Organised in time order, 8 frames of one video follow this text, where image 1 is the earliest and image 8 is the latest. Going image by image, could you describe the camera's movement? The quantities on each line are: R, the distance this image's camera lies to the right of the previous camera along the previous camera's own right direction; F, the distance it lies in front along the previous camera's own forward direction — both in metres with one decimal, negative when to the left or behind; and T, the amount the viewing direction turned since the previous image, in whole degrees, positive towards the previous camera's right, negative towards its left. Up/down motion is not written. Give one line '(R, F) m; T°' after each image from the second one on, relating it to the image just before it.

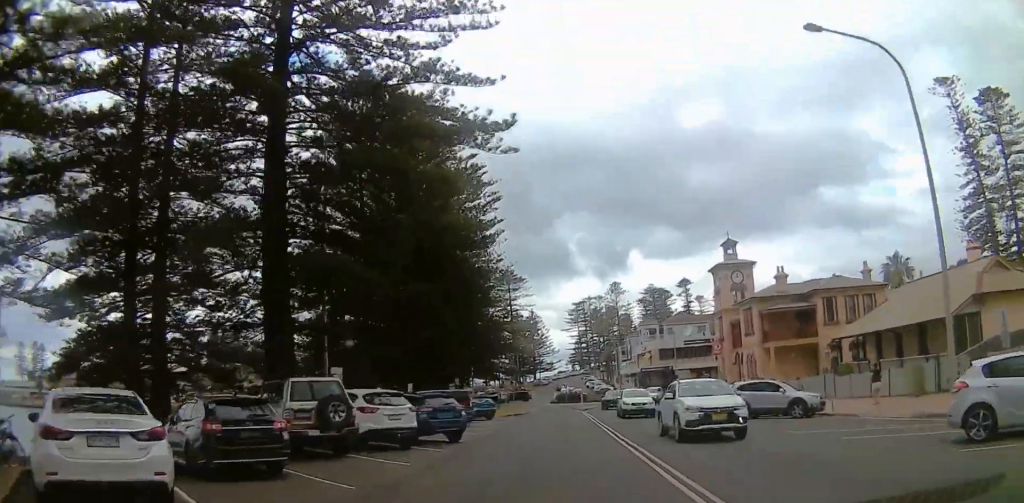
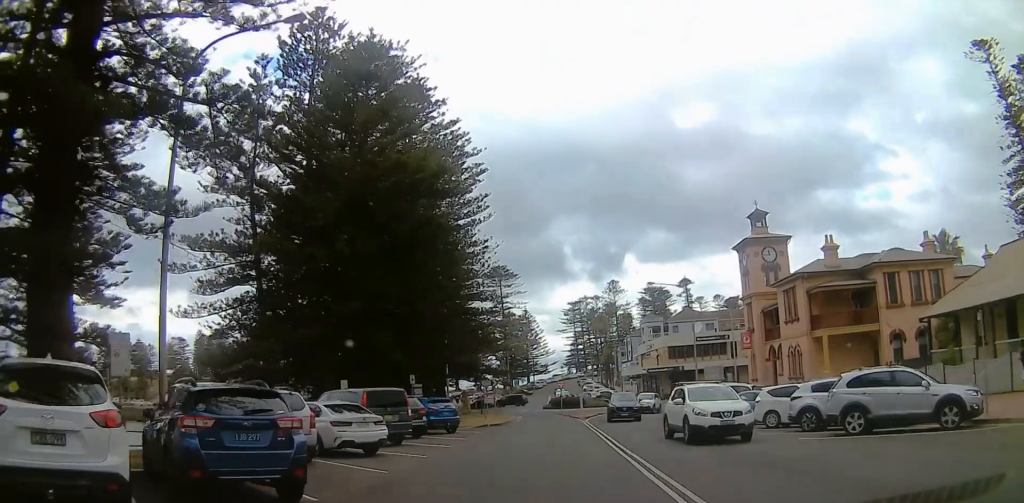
(-0.5, +12.8) m; +6°
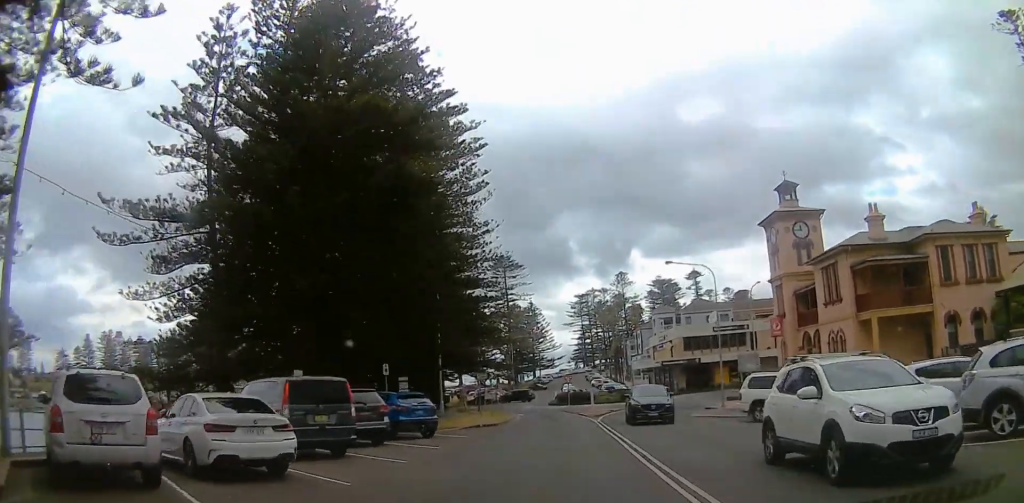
(+0.8, +6.6) m; +4°
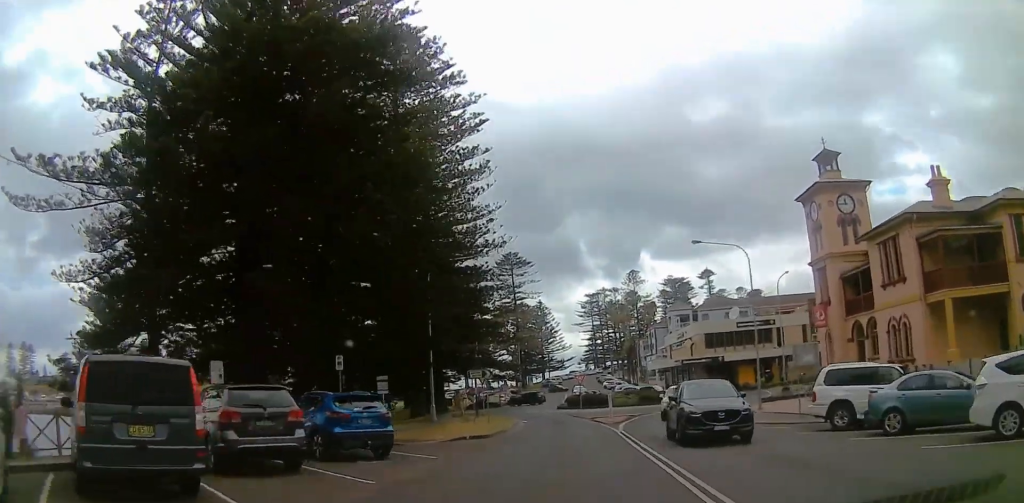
(+0.1, +7.6) m; -2°
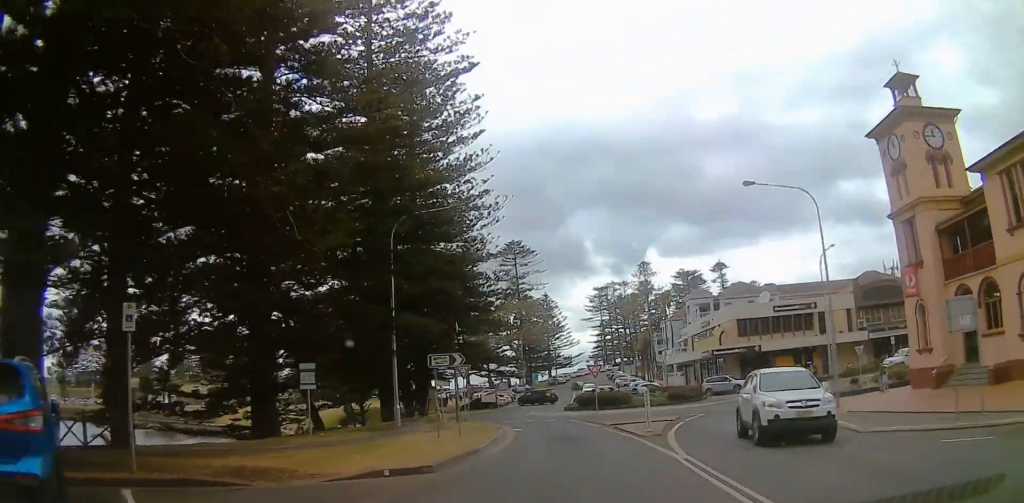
(-0.7, +11.6) m; -5°
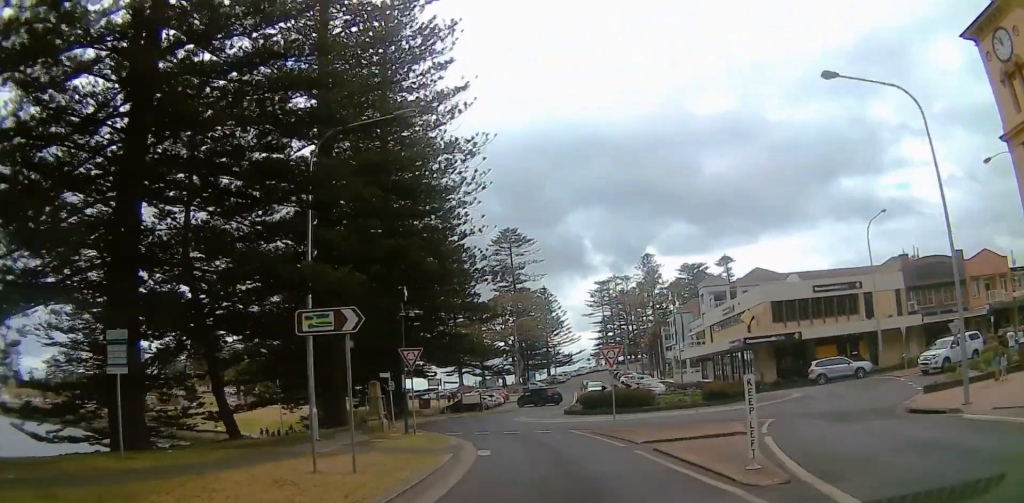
(-0.2, +10.5) m; -3°
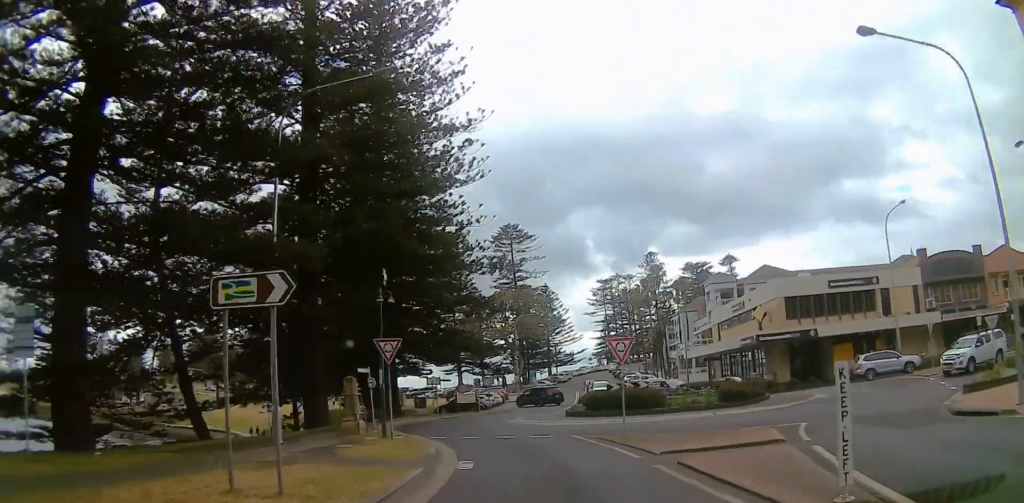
(-0.1, +2.9) m; -1°
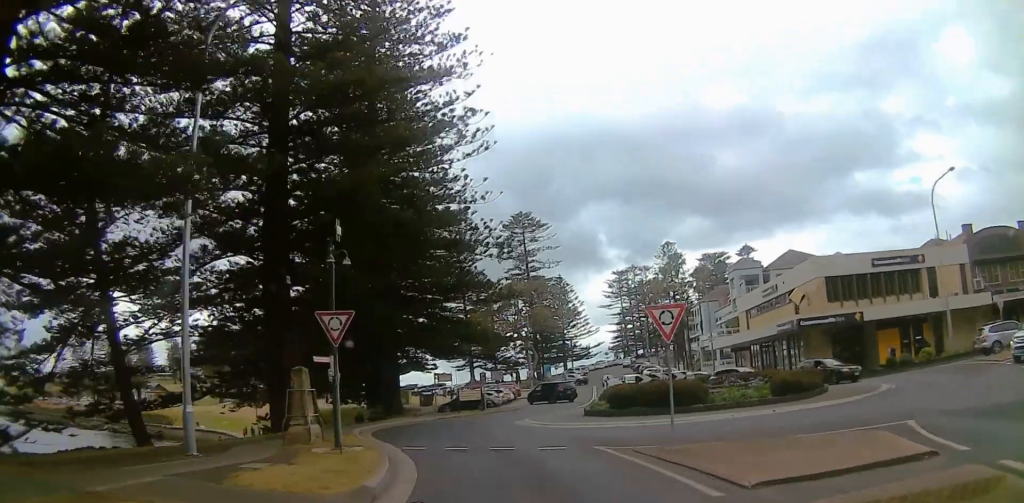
(-0.1, +5.8) m; -1°
